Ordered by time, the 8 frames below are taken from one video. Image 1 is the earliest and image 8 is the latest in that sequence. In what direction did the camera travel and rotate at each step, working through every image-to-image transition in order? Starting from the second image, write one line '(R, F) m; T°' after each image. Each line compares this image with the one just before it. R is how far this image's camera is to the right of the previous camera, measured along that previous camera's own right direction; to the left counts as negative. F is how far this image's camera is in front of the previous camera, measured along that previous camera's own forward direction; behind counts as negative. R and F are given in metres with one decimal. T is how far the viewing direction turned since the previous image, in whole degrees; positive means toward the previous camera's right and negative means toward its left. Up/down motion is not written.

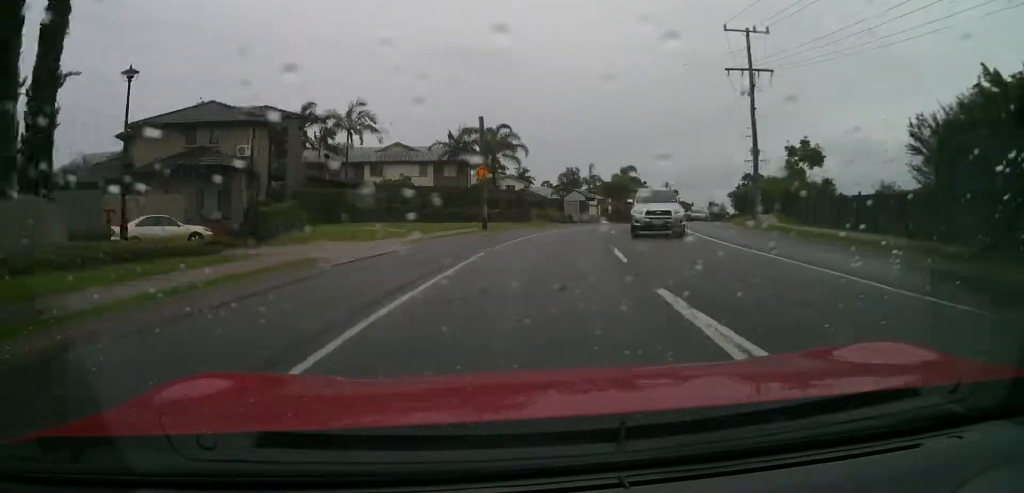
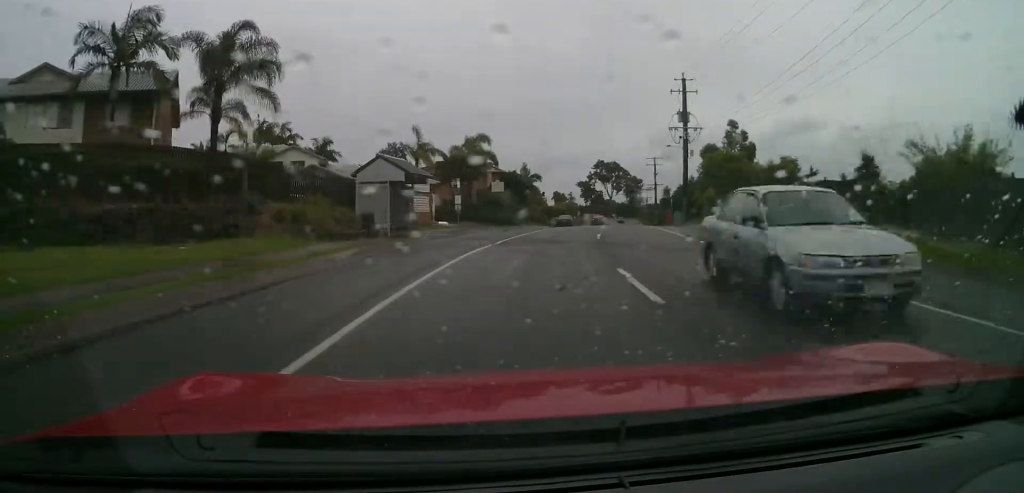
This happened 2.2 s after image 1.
(+3.4, +34.3) m; +12°
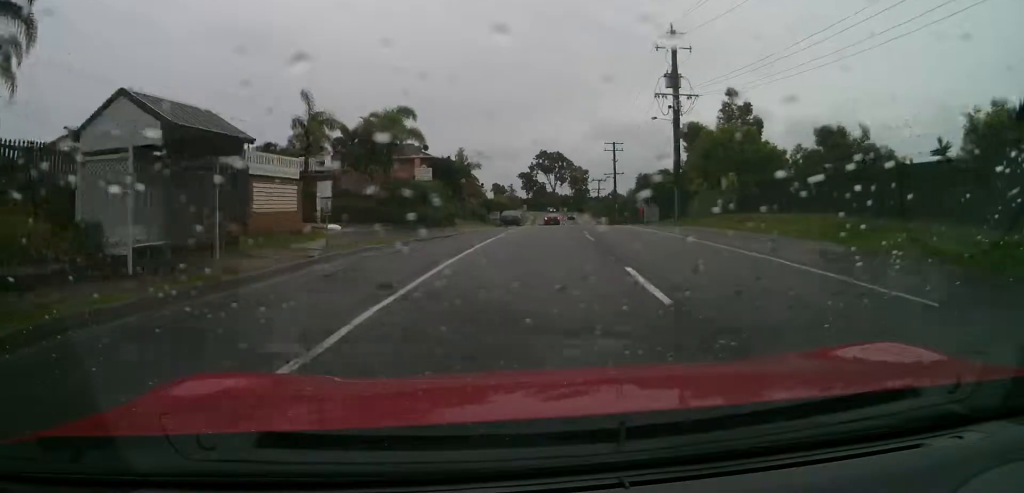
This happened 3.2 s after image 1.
(+1.0, +15.2) m; +6°
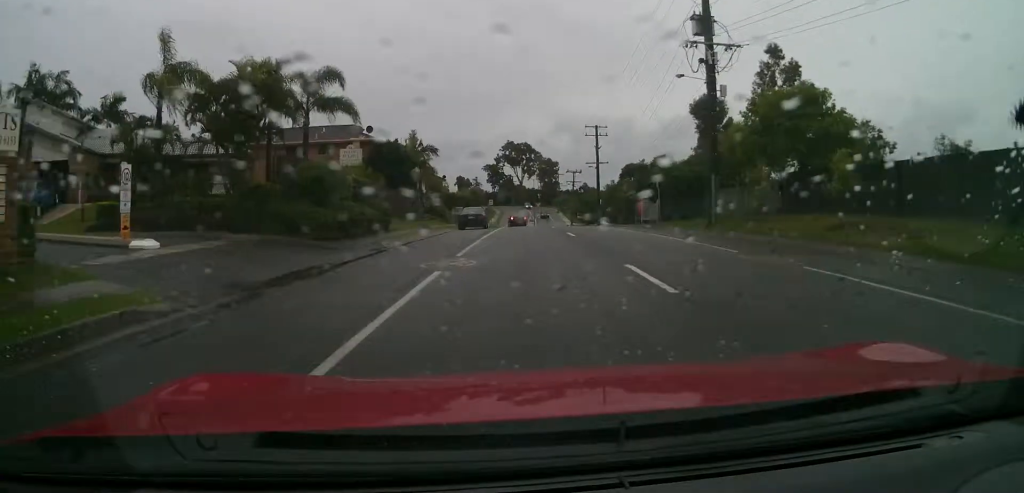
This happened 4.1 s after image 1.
(+0.5, +13.8) m; +3°
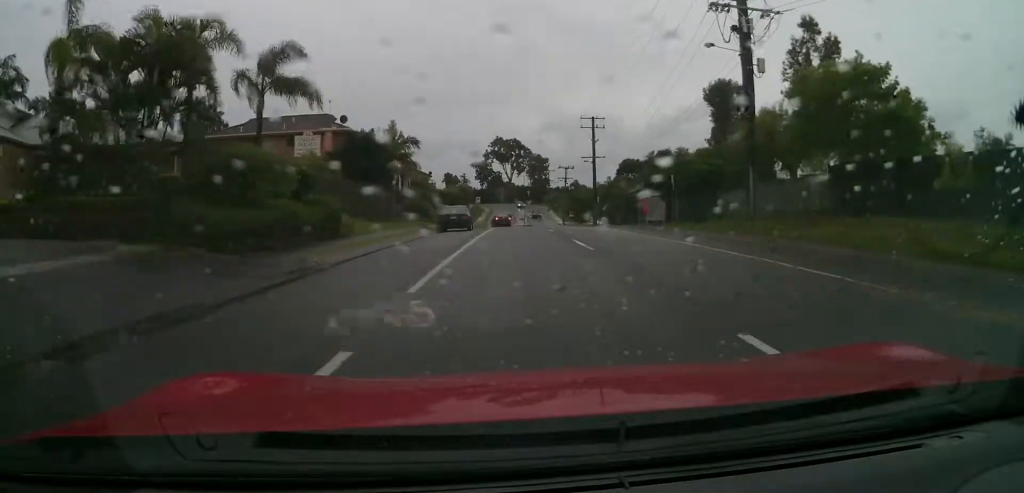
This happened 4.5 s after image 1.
(+0.1, +6.0) m; +1°
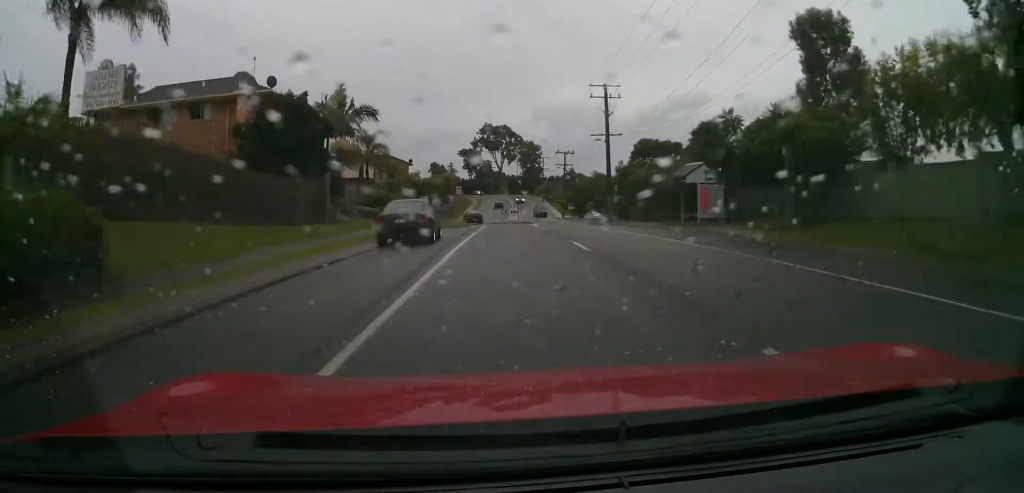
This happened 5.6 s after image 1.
(+0.4, +15.4) m; +2°
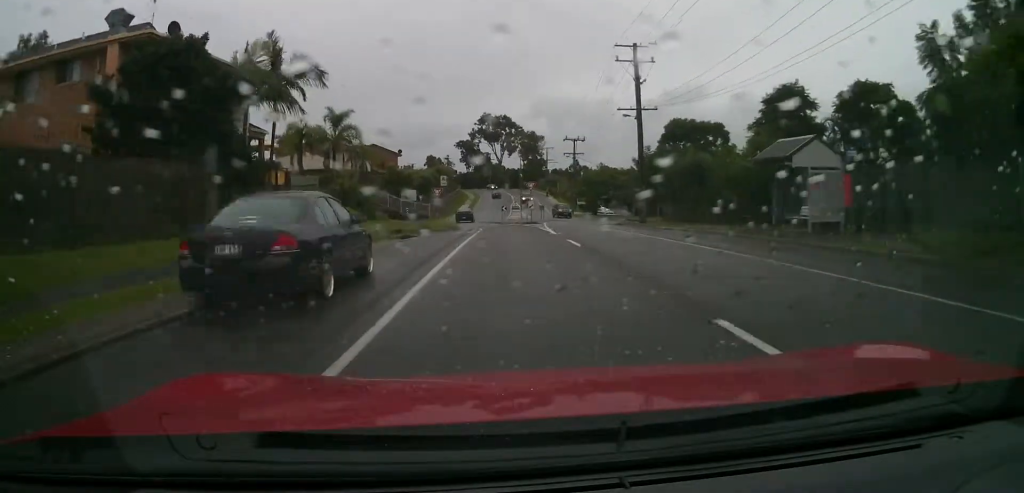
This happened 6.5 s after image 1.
(+0.1, +13.0) m; +1°
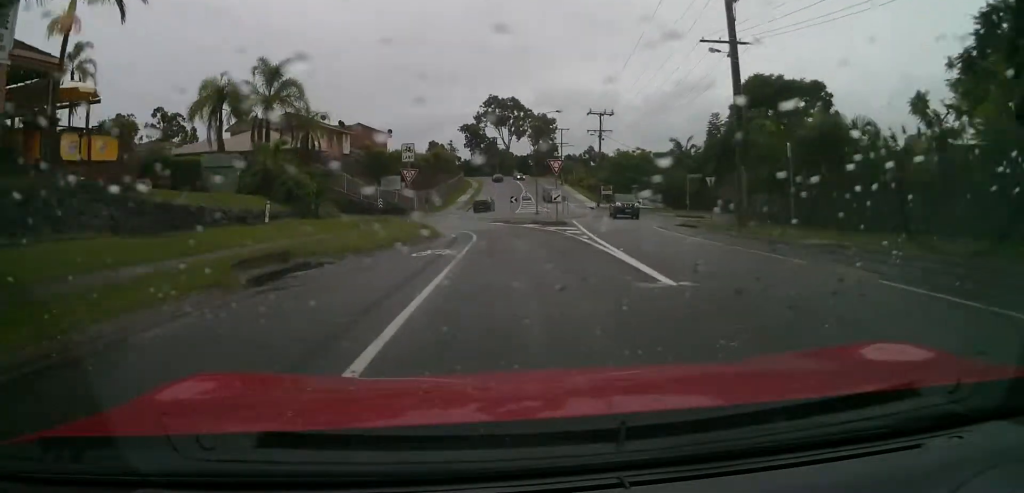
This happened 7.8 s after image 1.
(+0.3, +16.9) m; 0°
